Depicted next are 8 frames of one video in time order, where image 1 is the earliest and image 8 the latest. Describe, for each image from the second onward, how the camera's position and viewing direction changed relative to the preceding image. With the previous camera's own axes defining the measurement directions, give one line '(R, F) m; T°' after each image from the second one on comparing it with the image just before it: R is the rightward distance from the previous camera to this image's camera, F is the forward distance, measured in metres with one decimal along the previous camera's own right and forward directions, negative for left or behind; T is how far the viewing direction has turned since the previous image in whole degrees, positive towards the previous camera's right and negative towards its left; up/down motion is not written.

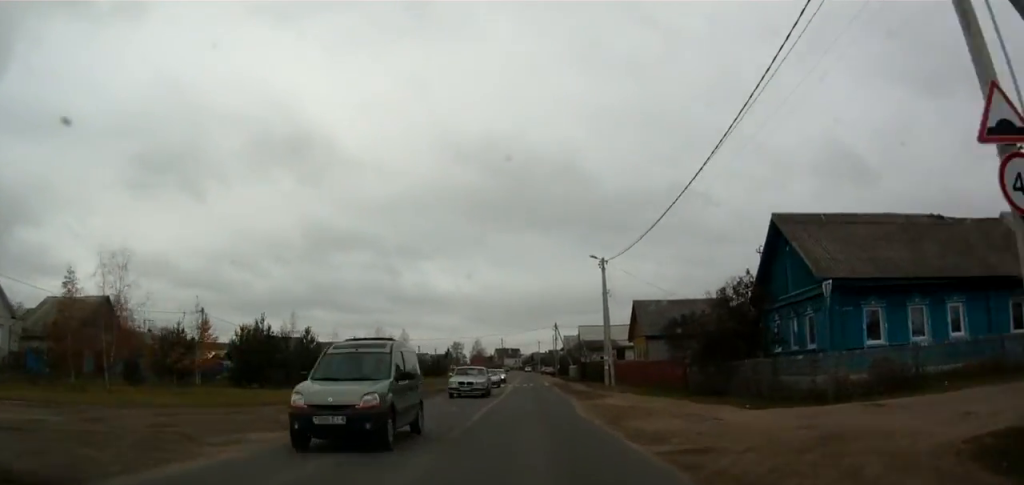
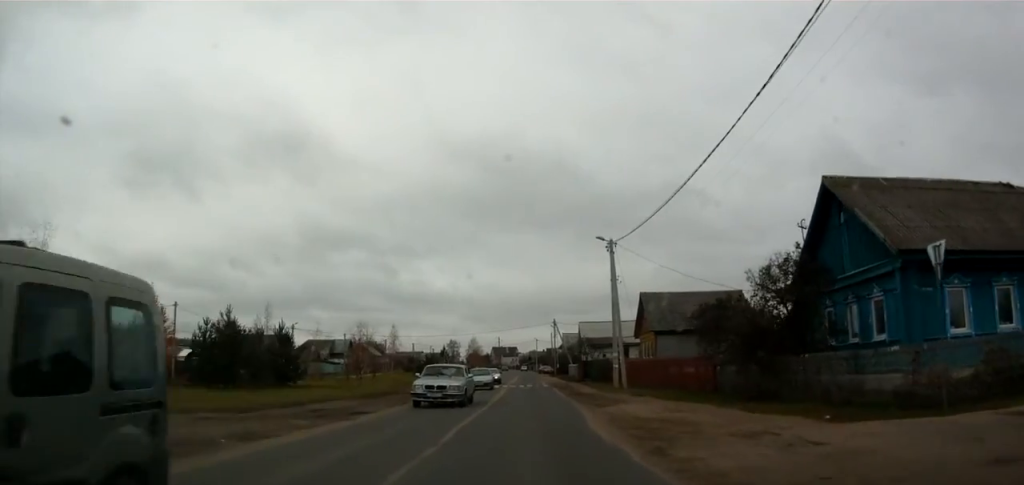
(0.0, +5.1) m; 0°
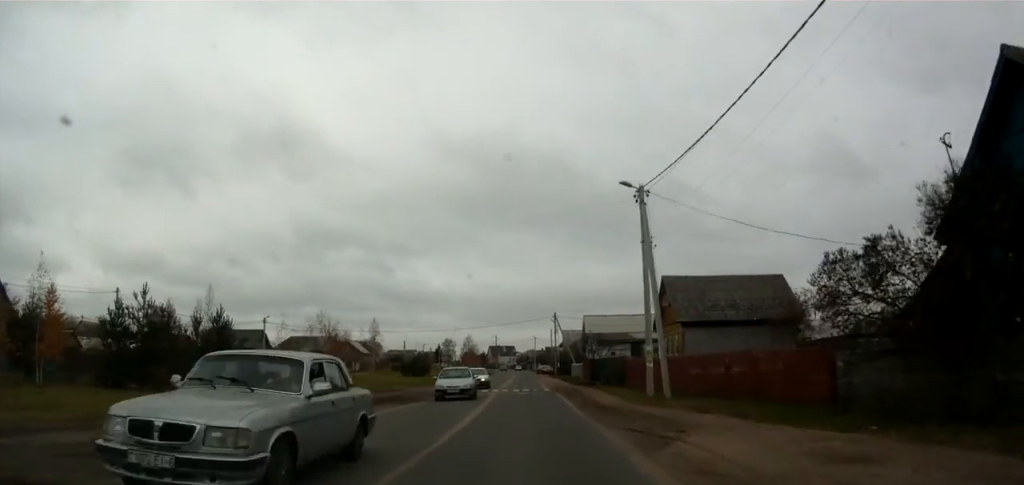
(0.0, +9.4) m; 0°
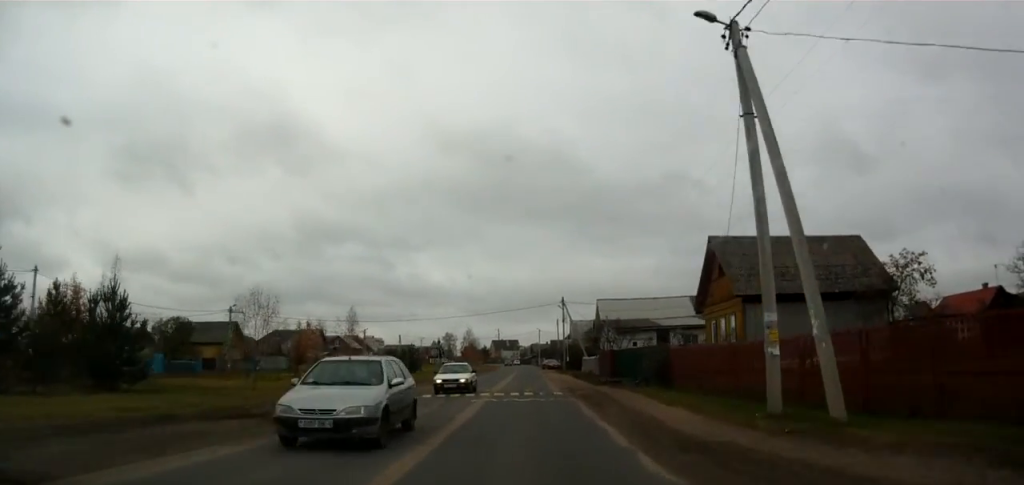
(0.0, +10.5) m; -1°
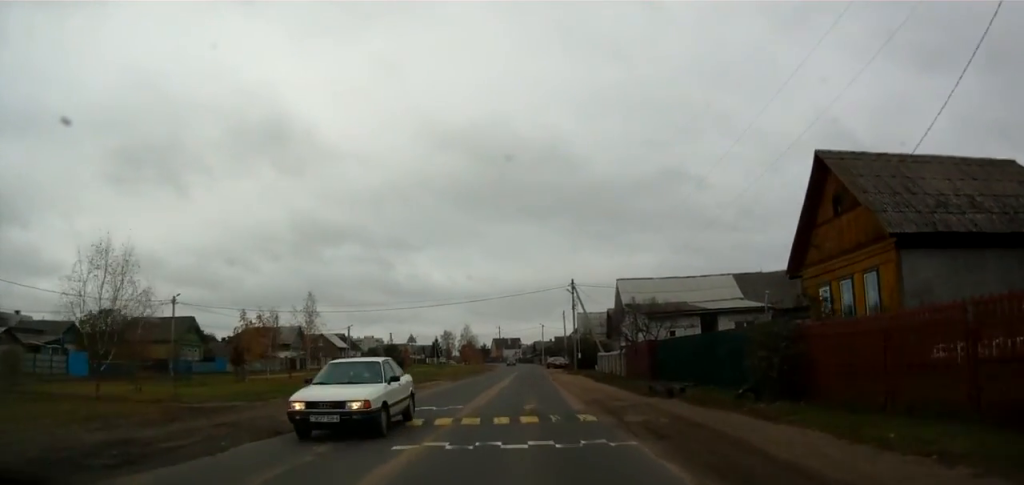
(-0.3, +12.8) m; +1°
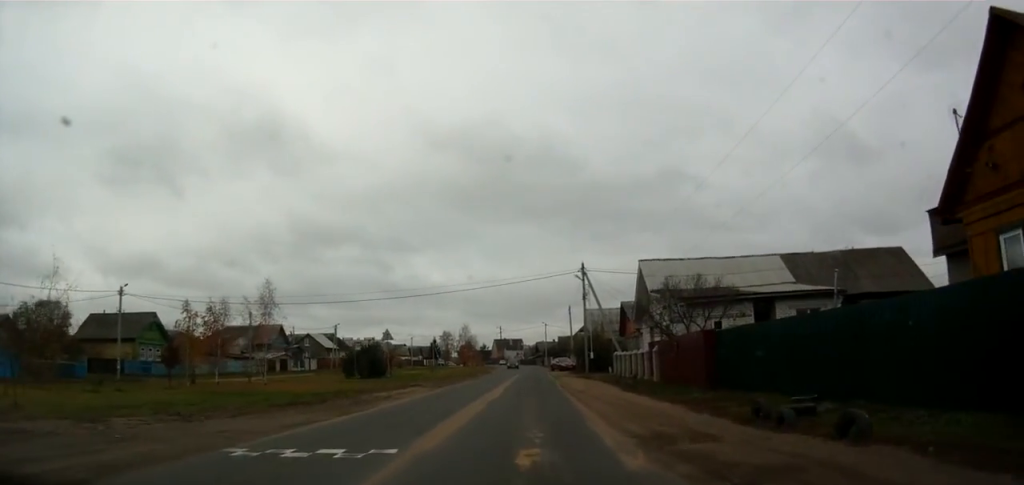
(+0.5, +11.7) m; +3°
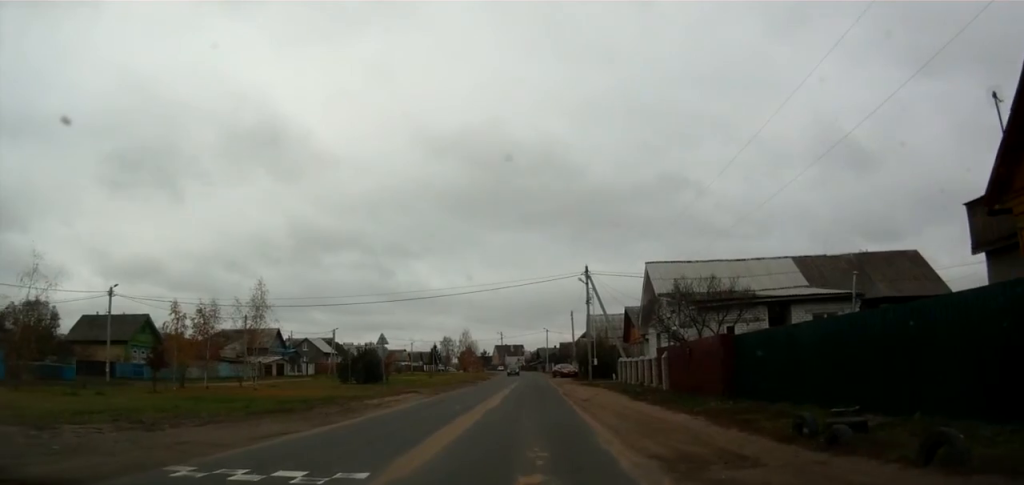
(0.0, +2.1) m; -4°
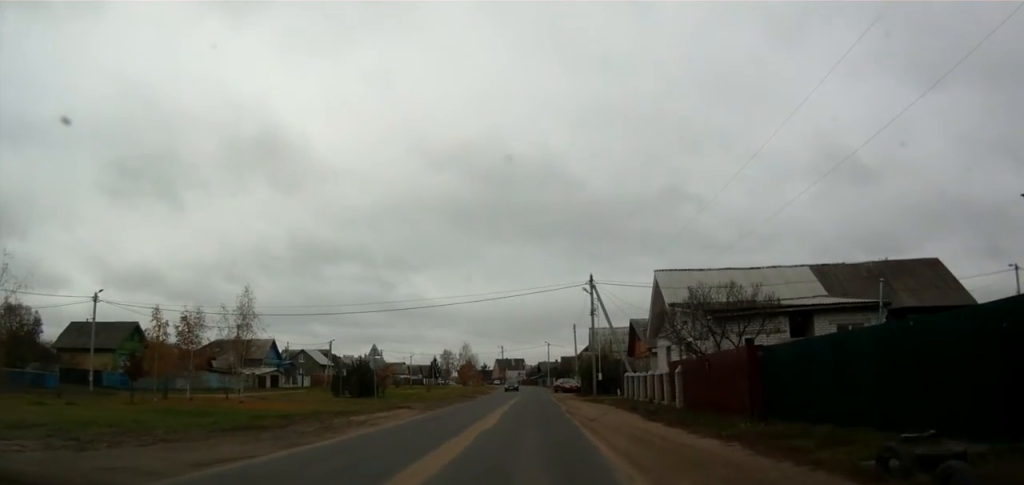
(-0.1, +2.8) m; -3°
